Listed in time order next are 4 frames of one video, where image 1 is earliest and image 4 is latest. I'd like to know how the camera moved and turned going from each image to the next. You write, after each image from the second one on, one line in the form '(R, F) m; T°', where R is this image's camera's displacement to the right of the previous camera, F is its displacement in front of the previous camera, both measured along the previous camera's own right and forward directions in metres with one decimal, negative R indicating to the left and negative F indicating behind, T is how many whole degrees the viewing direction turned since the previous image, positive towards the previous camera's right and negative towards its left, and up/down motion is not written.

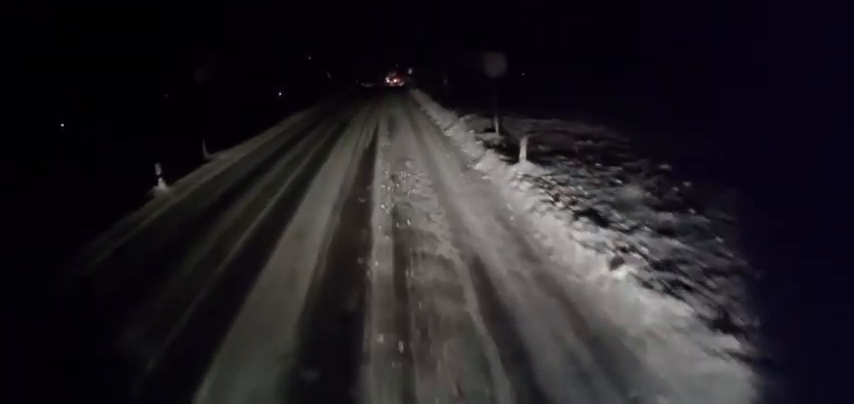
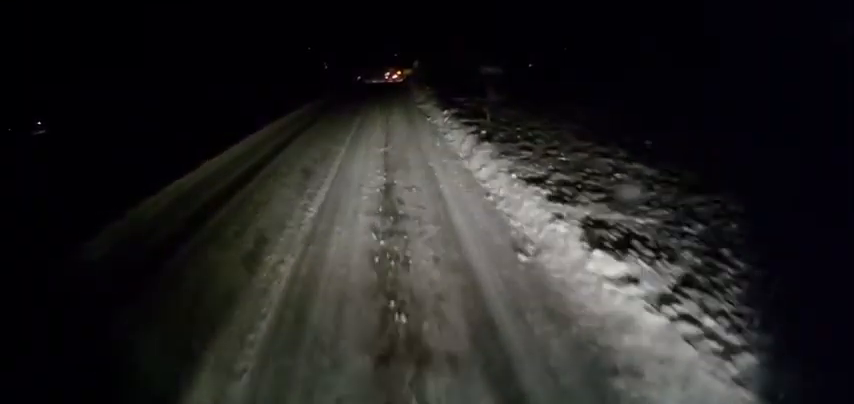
(+0.2, +21.6) m; +2°
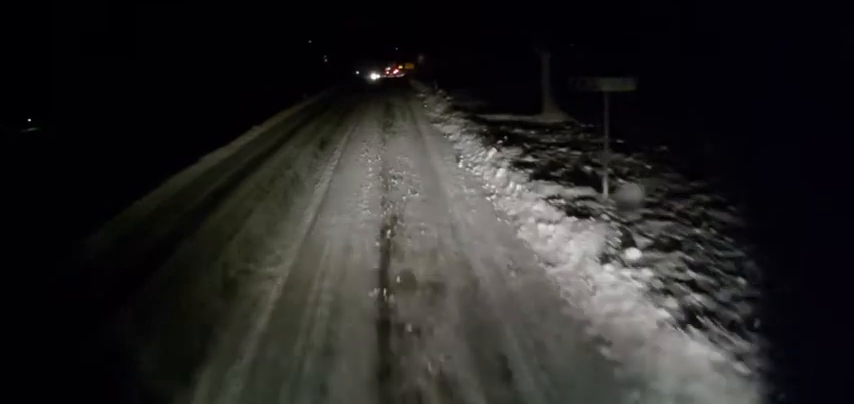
(-0.1, +9.5) m; -1°
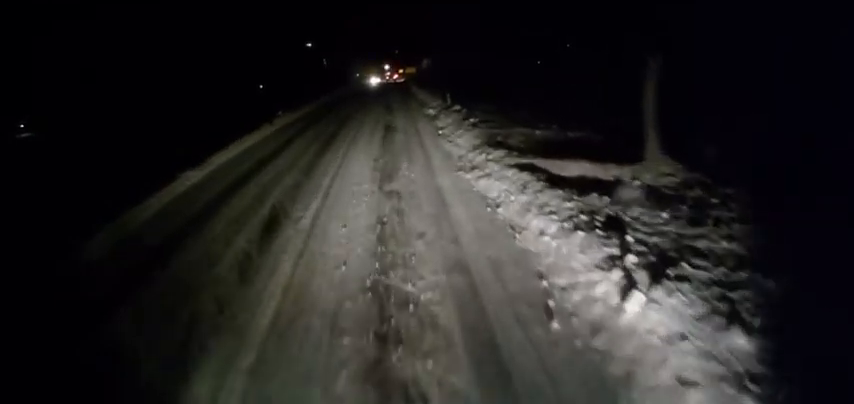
(-0.1, +7.5) m; +1°
